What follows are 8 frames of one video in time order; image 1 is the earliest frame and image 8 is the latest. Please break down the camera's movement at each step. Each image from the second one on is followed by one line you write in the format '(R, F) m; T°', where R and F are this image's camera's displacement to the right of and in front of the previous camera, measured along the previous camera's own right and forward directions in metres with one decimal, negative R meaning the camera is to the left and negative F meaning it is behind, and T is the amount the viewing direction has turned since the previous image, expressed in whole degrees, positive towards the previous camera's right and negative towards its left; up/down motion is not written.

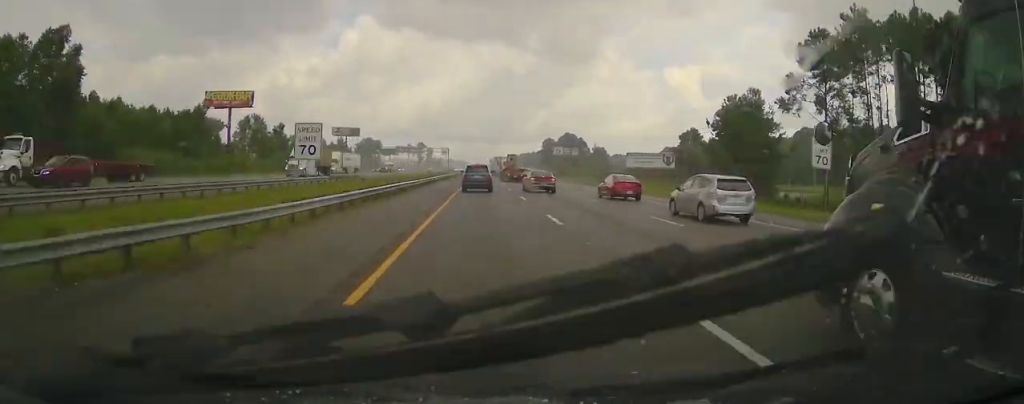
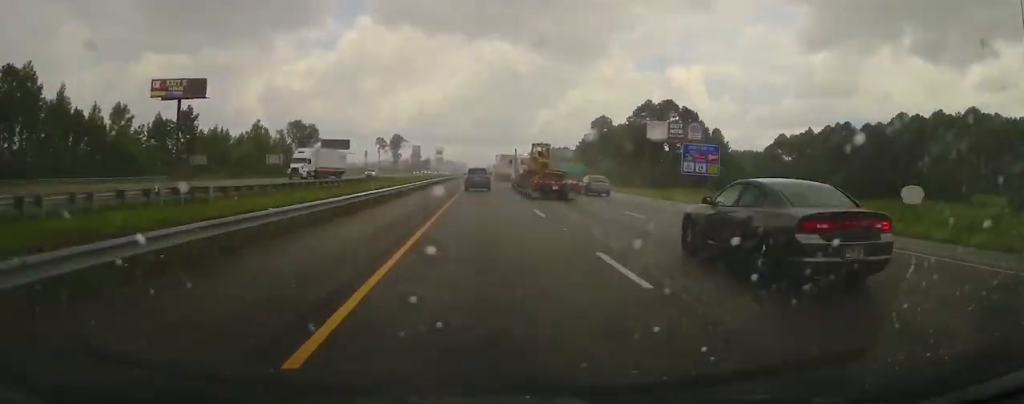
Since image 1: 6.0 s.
(+1.0, +185.2) m; 0°
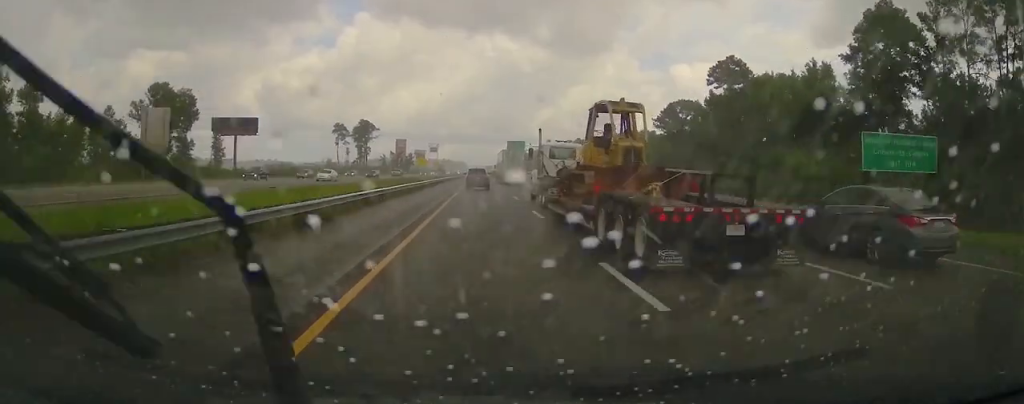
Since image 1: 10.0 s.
(-0.5, +125.0) m; 0°
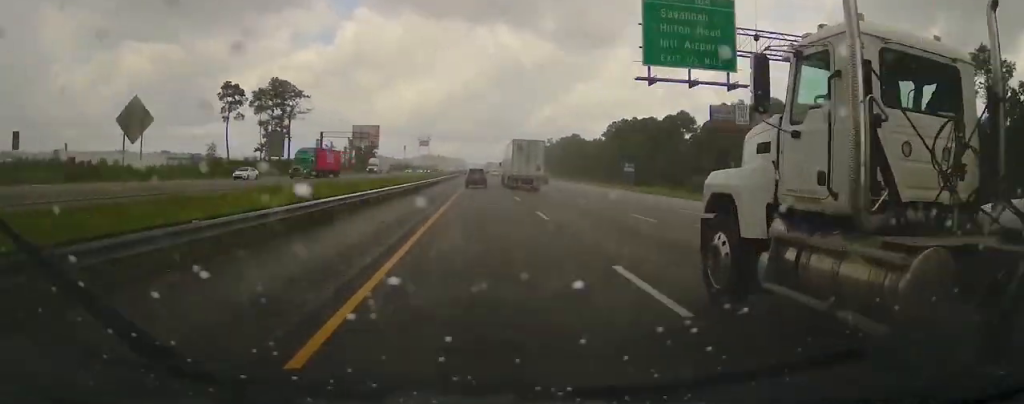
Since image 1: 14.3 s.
(-0.6, +135.4) m; 0°
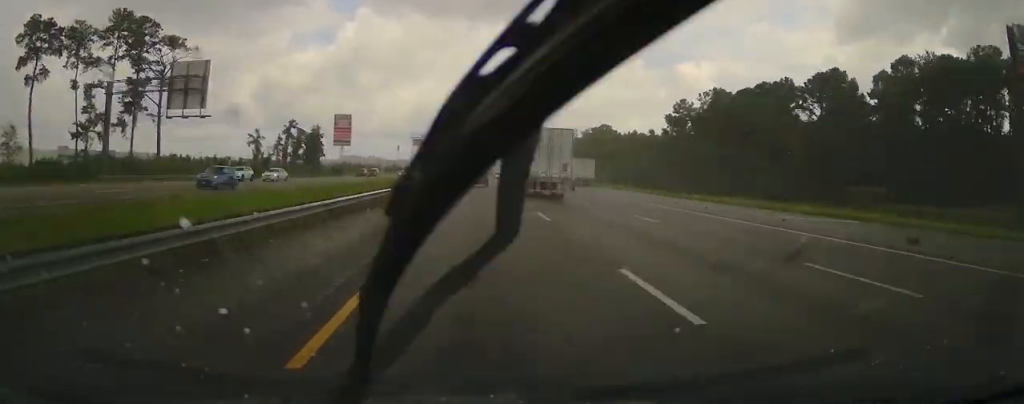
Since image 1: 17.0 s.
(+0.4, +86.3) m; 0°
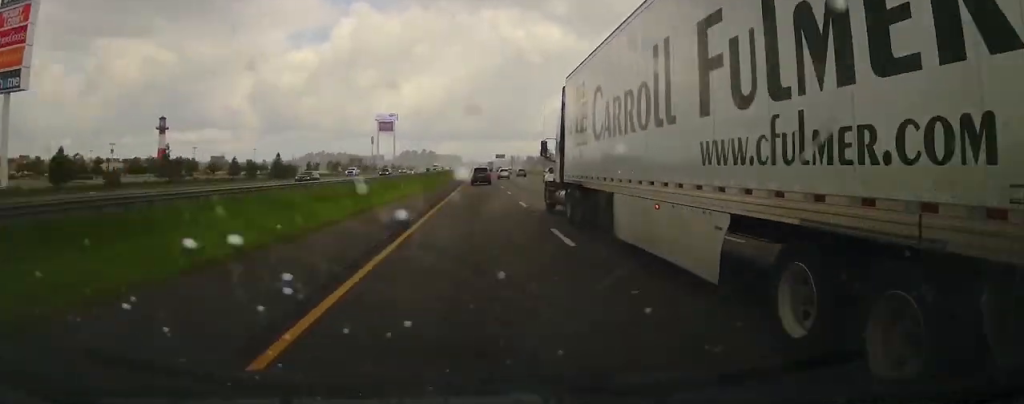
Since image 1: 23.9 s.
(+0.2, +226.0) m; 0°
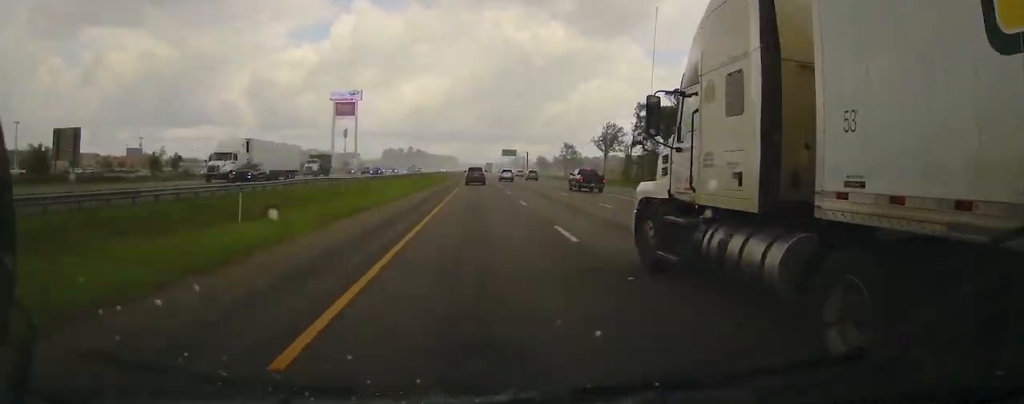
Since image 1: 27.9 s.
(+0.2, +129.3) m; 0°
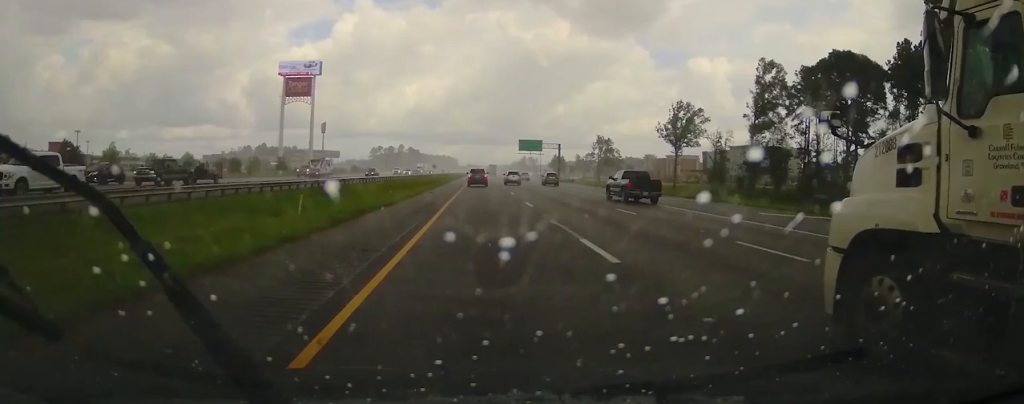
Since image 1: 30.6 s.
(0.0, +85.4) m; 0°
